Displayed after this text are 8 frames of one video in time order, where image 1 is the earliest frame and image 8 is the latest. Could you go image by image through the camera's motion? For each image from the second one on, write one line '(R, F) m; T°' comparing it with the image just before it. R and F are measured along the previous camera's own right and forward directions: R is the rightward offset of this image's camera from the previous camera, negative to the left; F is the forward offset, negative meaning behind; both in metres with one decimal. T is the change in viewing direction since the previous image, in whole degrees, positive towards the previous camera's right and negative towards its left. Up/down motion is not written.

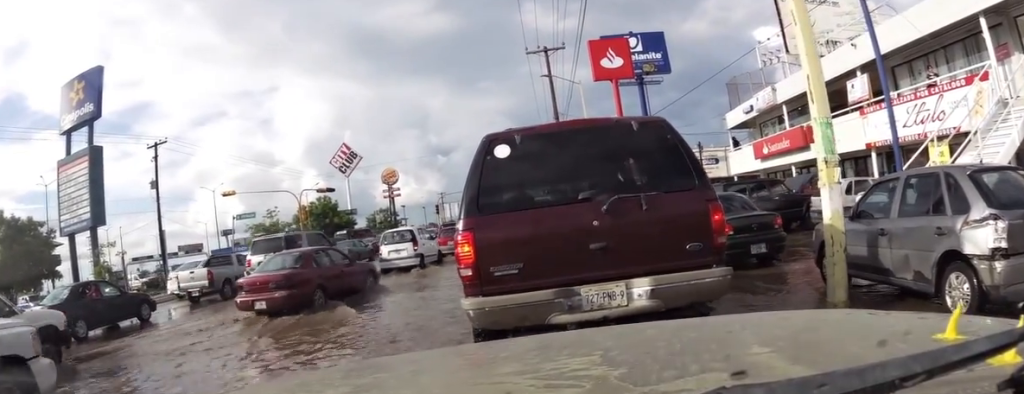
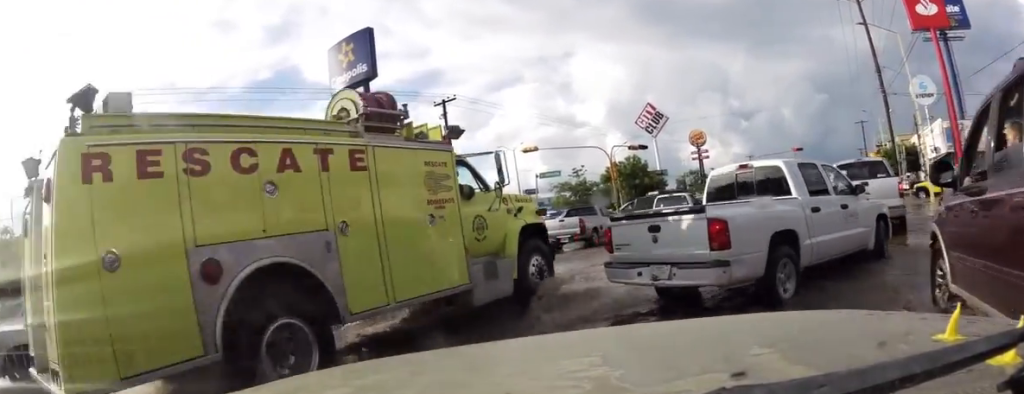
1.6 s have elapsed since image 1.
(-3.3, +10.1) m; -17°
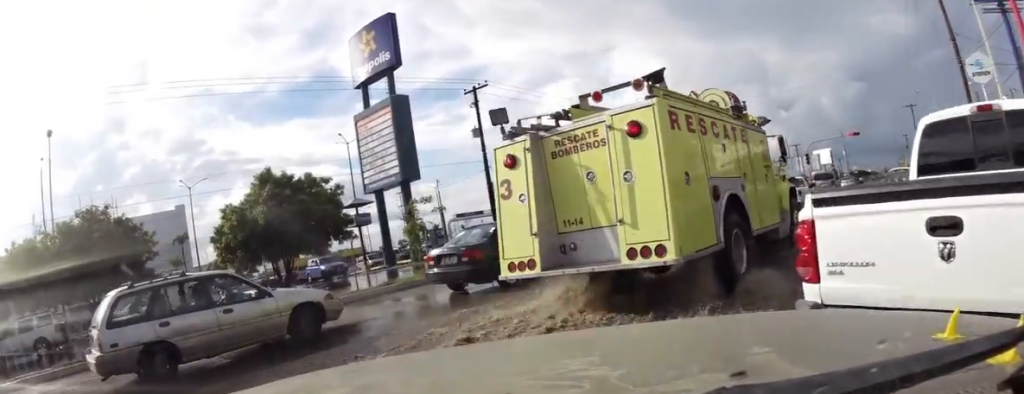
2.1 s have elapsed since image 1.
(+0.3, +4.4) m; +4°
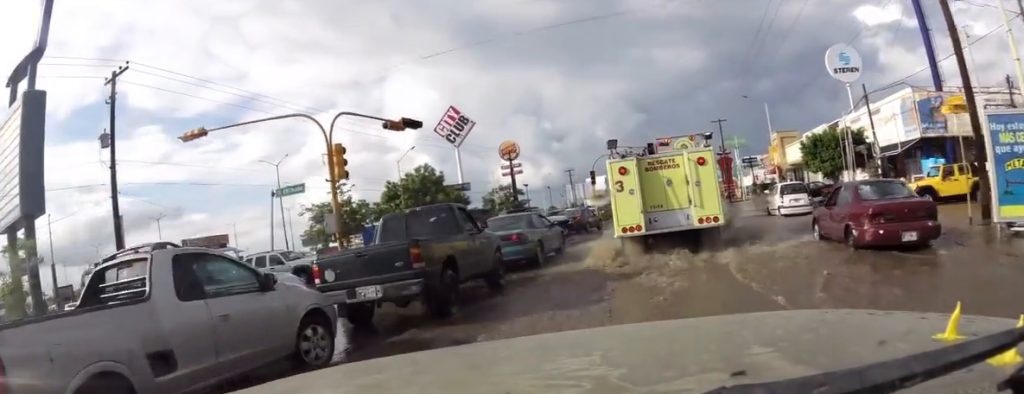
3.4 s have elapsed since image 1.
(+1.4, +11.7) m; +8°
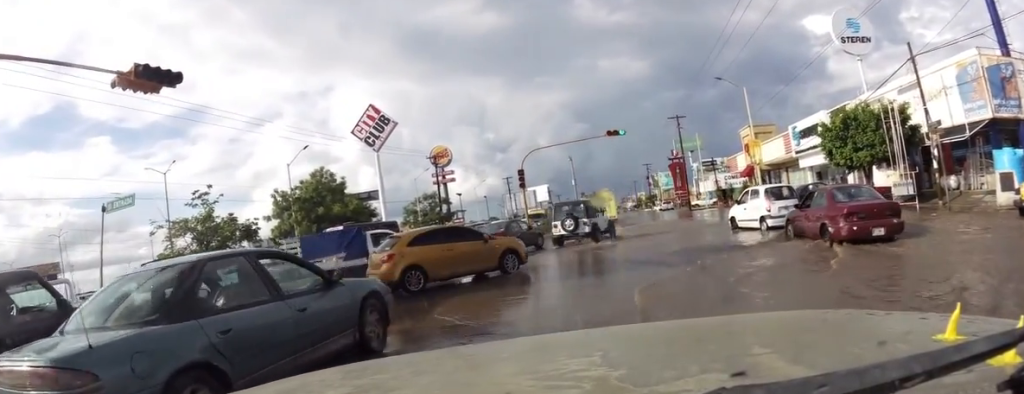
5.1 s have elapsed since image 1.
(+0.6, +12.1) m; +8°
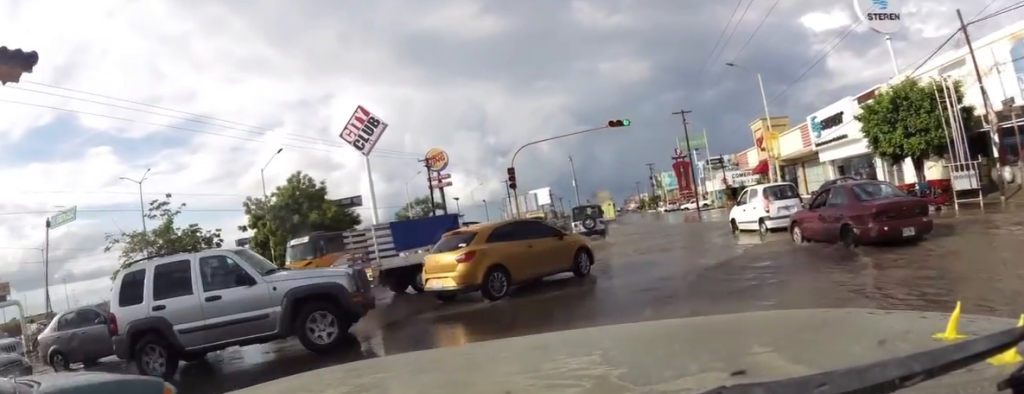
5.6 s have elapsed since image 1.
(+0.2, +3.7) m; +3°
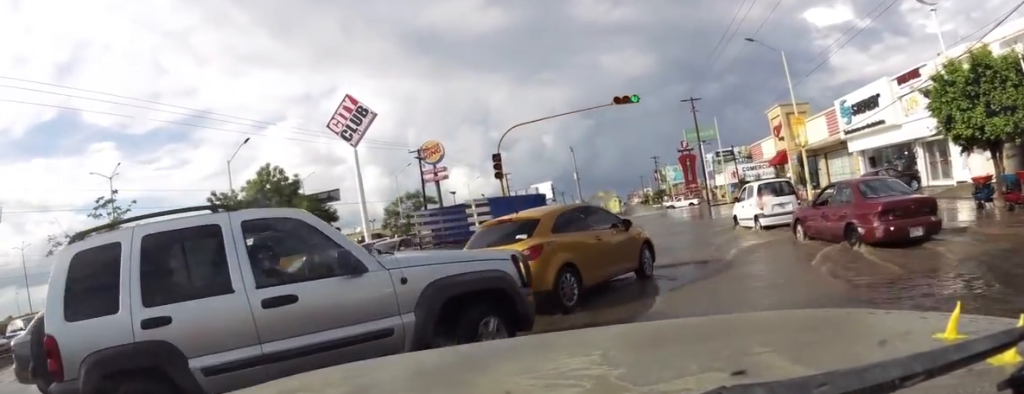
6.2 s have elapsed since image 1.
(+0.1, +4.8) m; 0°
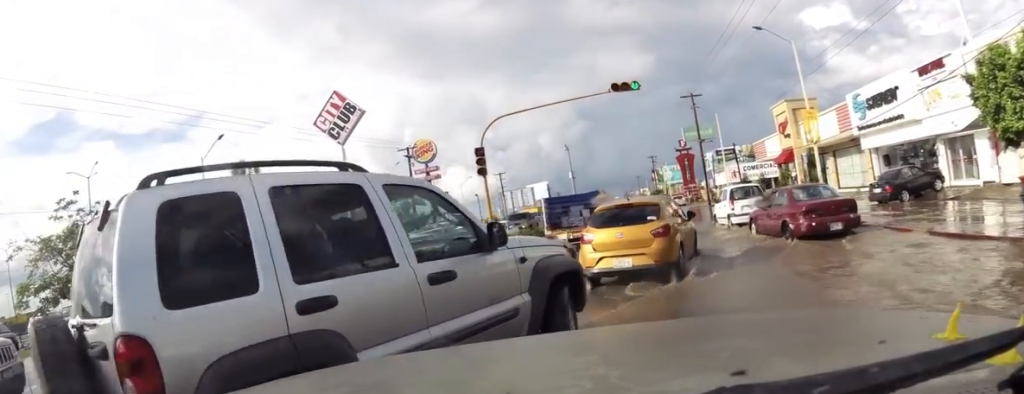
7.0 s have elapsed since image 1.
(0.0, +7.1) m; -1°
